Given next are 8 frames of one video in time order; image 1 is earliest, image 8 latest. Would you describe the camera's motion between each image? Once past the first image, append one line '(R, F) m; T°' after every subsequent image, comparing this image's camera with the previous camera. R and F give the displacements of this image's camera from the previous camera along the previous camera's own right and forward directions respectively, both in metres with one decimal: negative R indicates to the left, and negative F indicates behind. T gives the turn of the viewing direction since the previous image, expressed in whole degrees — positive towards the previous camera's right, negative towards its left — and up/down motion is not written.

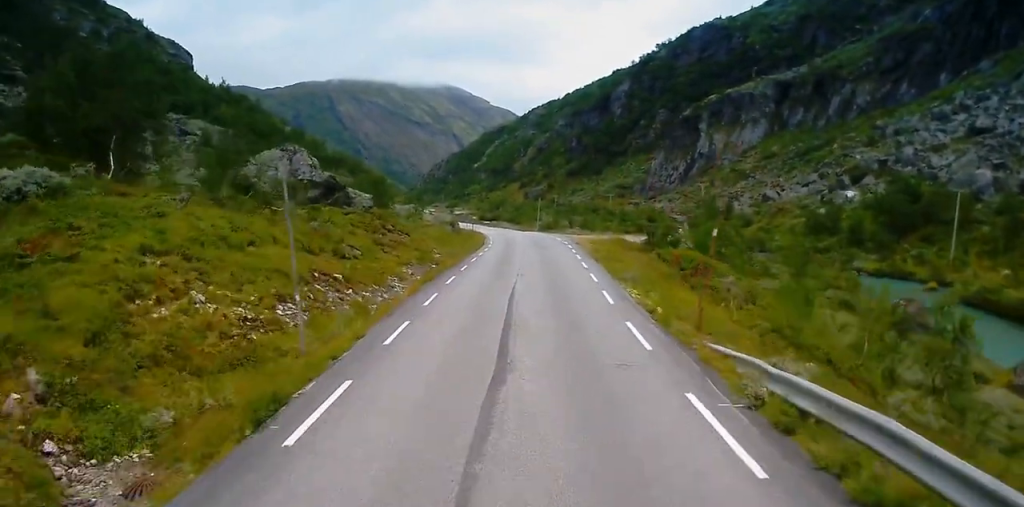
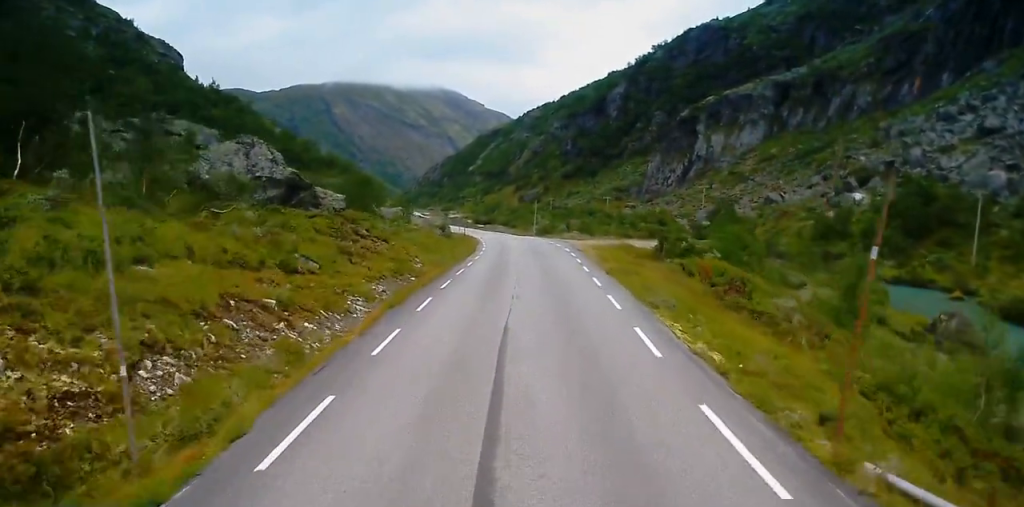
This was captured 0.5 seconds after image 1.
(+0.1, +6.8) m; 0°
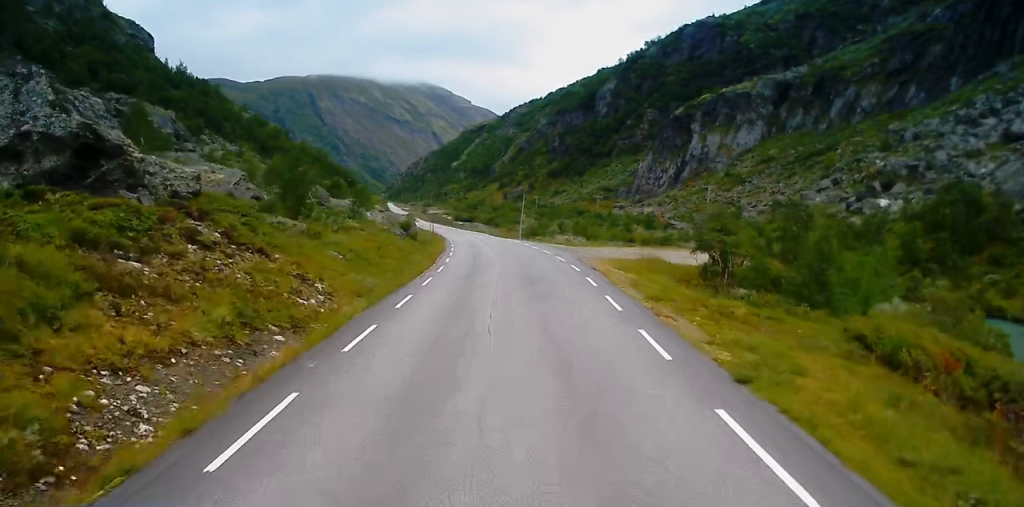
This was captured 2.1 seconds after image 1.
(-0.1, +18.9) m; +1°
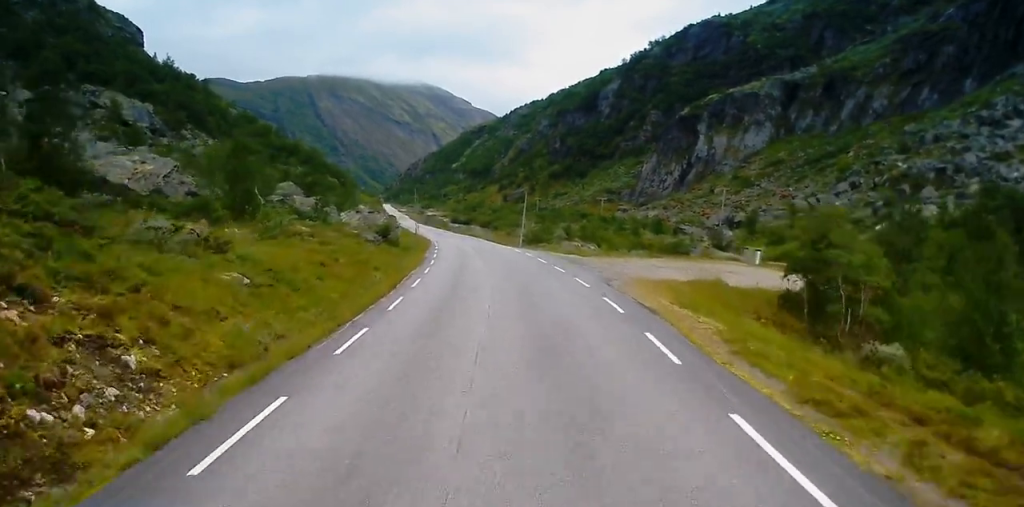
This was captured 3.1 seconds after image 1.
(+0.1, +12.4) m; 0°
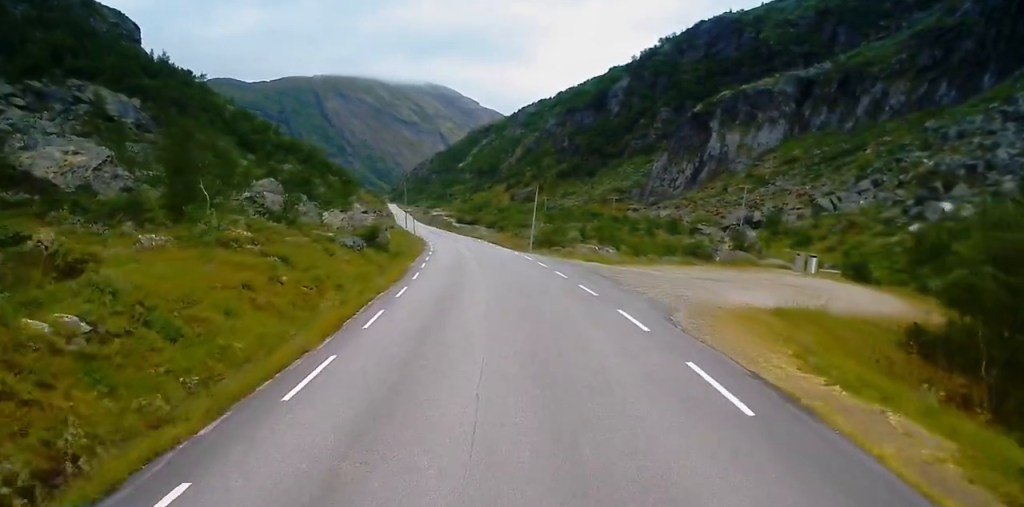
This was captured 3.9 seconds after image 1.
(0.0, +9.3) m; -1°
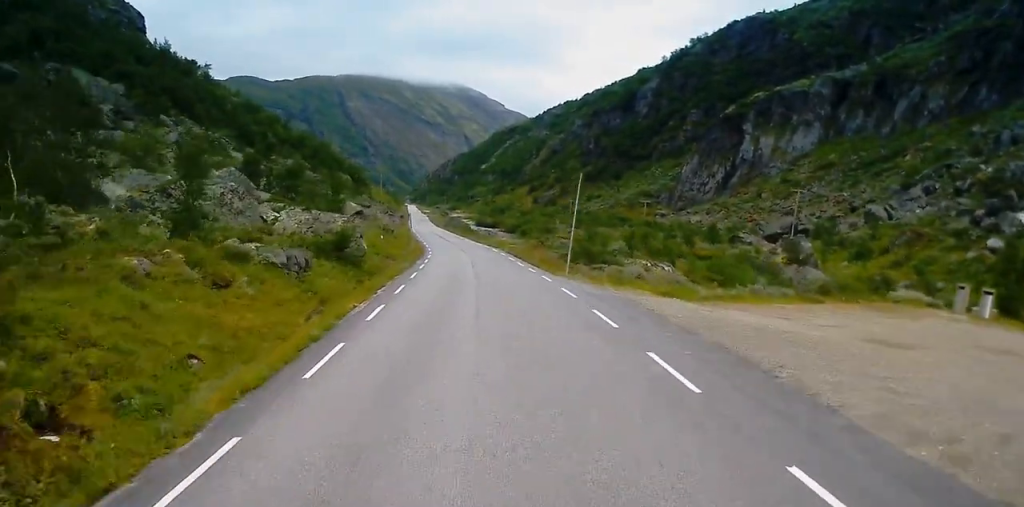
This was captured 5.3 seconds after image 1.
(-0.5, +16.8) m; -3°
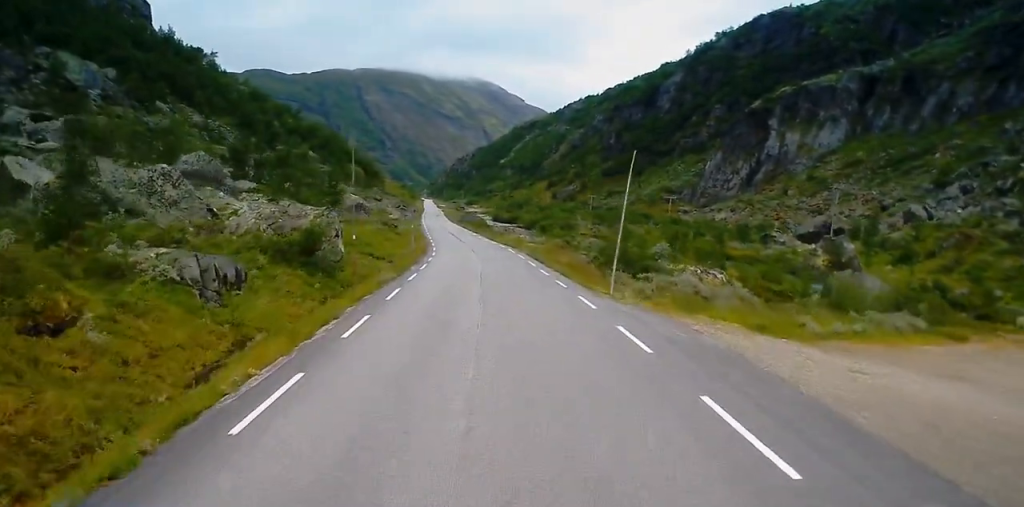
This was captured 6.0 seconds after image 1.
(-0.1, +9.3) m; 0°
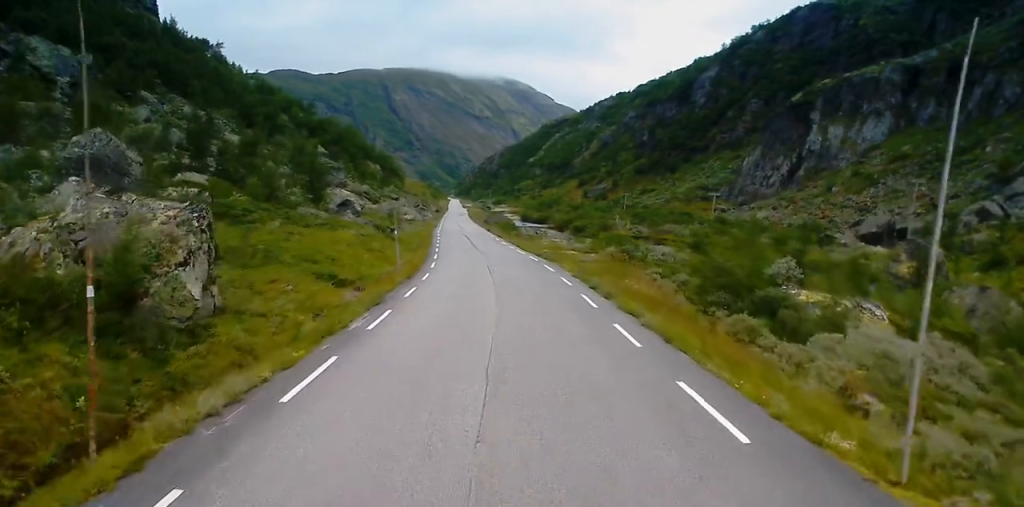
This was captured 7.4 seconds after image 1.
(0.0, +16.7) m; -2°
